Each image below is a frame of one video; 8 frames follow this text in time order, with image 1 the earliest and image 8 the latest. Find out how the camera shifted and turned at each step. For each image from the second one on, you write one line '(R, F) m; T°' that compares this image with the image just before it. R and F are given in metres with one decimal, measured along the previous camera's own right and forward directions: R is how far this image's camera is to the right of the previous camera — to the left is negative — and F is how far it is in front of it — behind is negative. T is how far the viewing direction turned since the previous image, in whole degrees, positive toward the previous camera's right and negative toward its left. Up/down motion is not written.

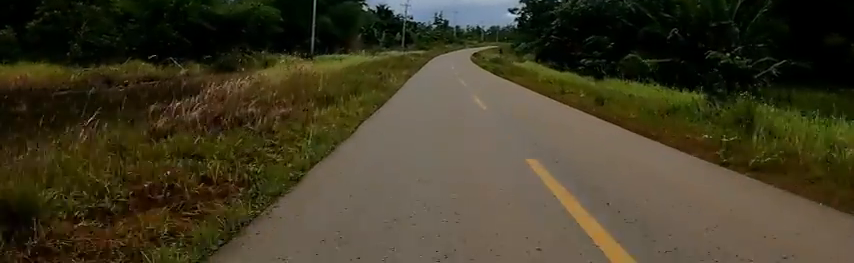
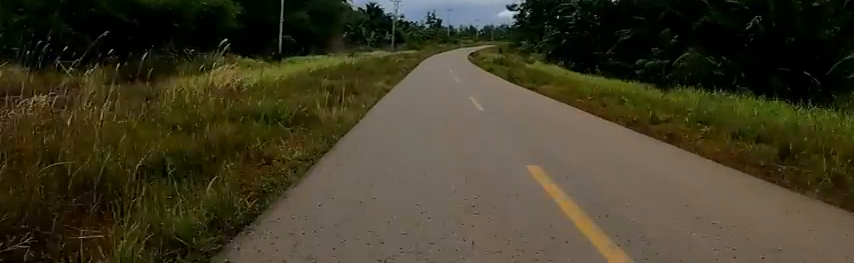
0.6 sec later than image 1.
(-0.2, +8.1) m; 0°
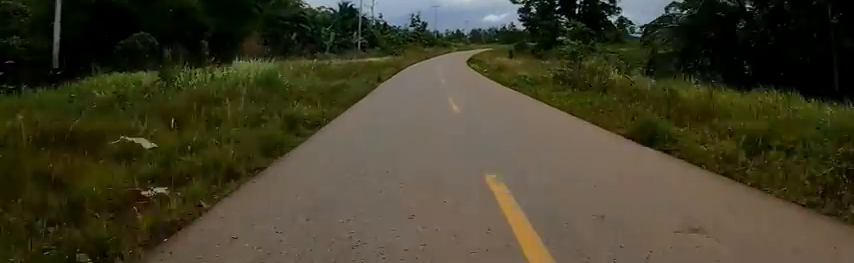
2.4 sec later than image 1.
(+0.8, +24.8) m; 0°
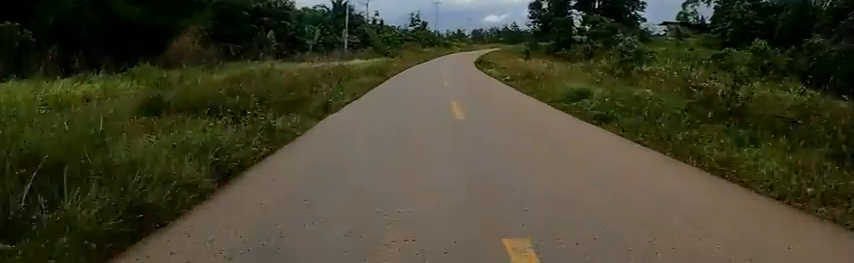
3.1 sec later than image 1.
(-0.3, +10.0) m; +3°
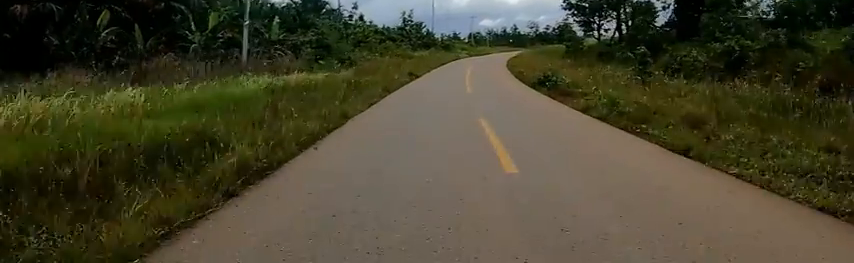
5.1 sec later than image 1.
(+2.5, +26.4) m; +7°
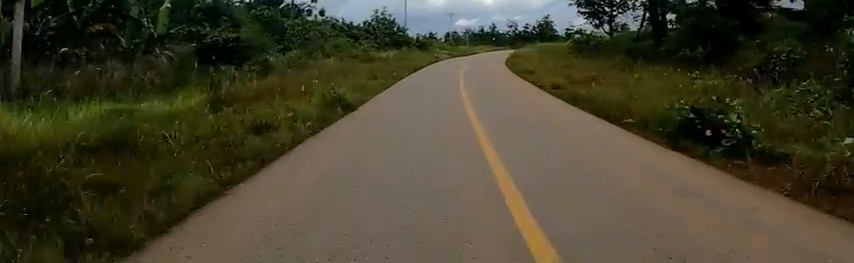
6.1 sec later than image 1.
(0.0, +12.8) m; +1°
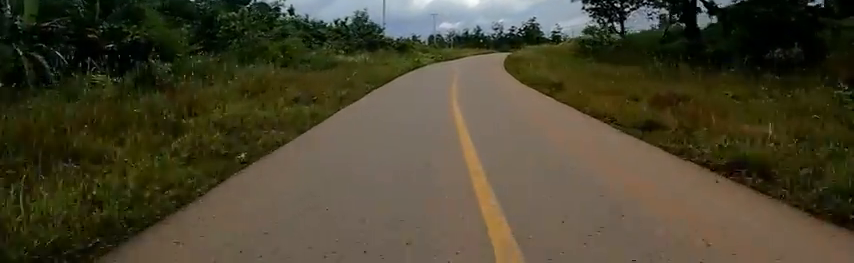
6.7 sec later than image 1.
(0.0, +7.9) m; +1°
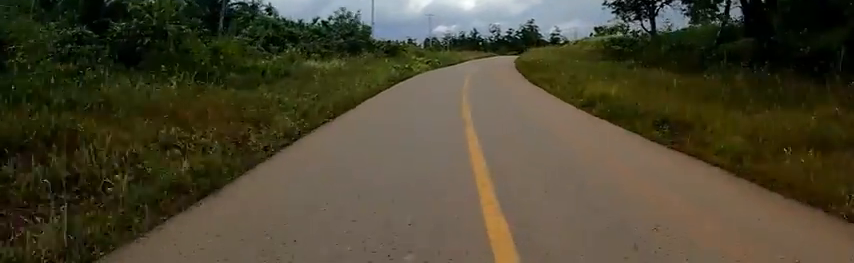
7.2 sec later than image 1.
(+0.1, +6.9) m; +1°
